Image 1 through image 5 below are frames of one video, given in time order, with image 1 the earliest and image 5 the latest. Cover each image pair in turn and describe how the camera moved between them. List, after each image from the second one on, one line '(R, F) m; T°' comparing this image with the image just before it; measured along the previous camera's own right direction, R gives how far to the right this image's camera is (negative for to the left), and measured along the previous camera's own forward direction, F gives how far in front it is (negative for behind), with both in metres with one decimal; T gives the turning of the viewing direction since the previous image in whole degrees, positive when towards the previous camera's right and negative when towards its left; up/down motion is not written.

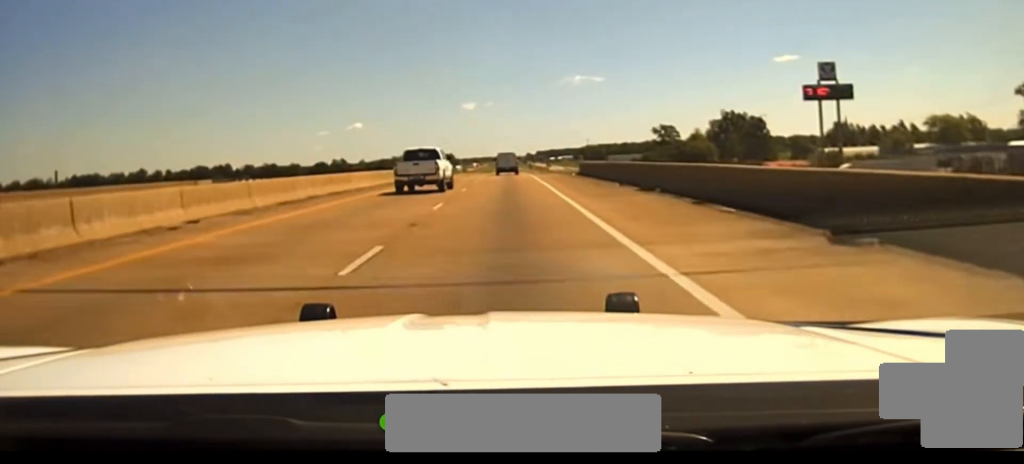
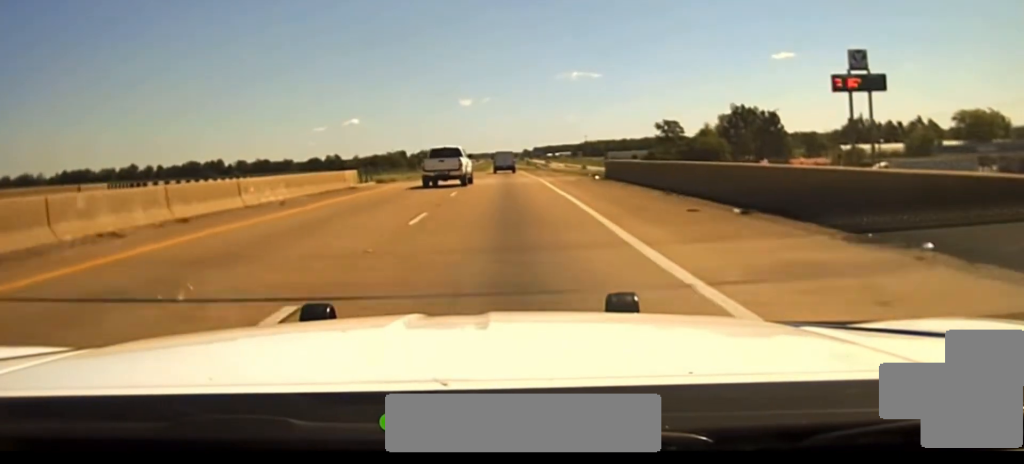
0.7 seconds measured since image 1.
(0.0, +18.7) m; 0°
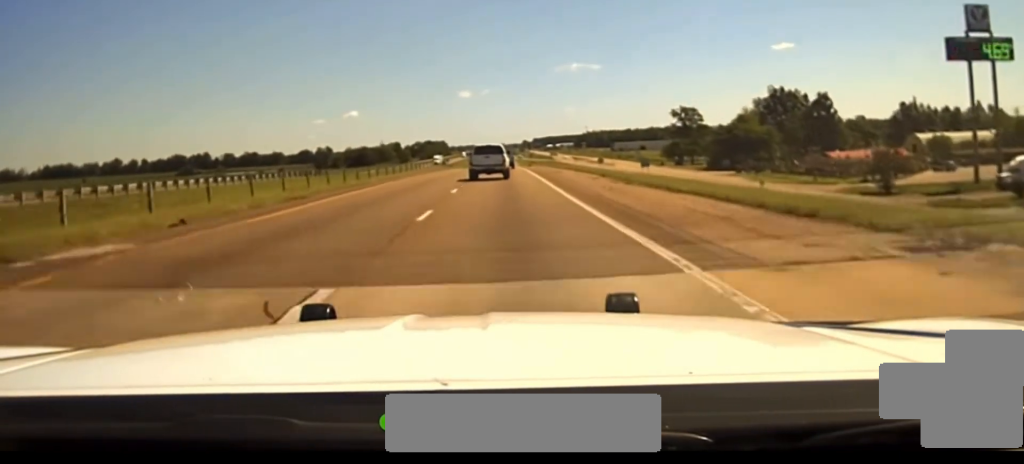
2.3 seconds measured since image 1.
(+0.1, +45.8) m; 0°
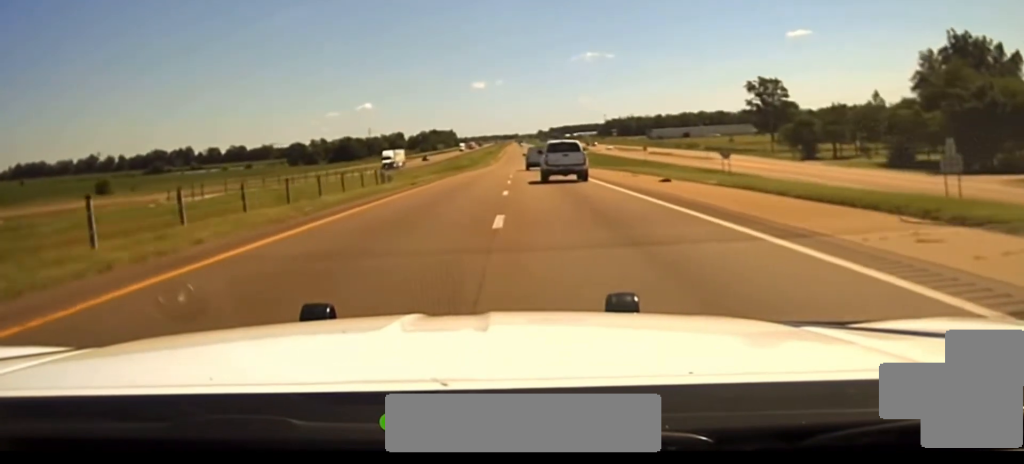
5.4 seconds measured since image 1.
(-1.7, +99.0) m; -1°
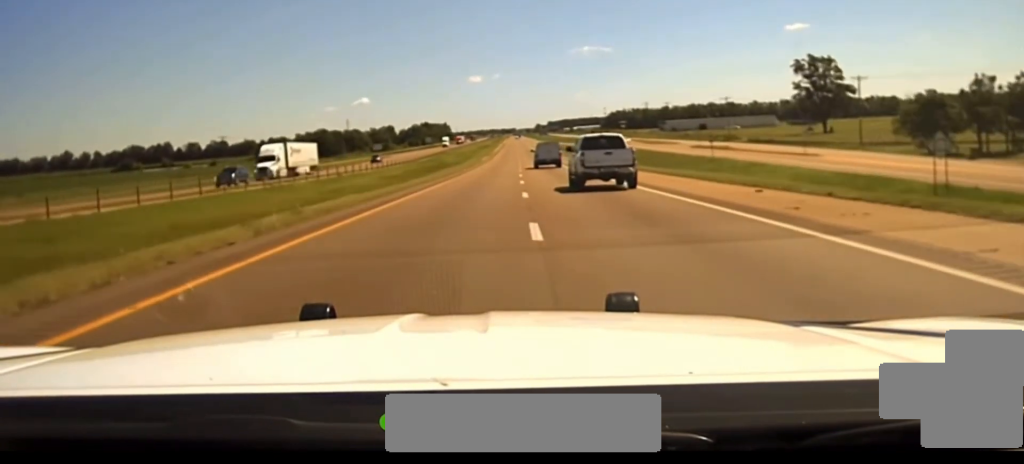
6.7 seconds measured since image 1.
(0.0, +50.2) m; 0°
